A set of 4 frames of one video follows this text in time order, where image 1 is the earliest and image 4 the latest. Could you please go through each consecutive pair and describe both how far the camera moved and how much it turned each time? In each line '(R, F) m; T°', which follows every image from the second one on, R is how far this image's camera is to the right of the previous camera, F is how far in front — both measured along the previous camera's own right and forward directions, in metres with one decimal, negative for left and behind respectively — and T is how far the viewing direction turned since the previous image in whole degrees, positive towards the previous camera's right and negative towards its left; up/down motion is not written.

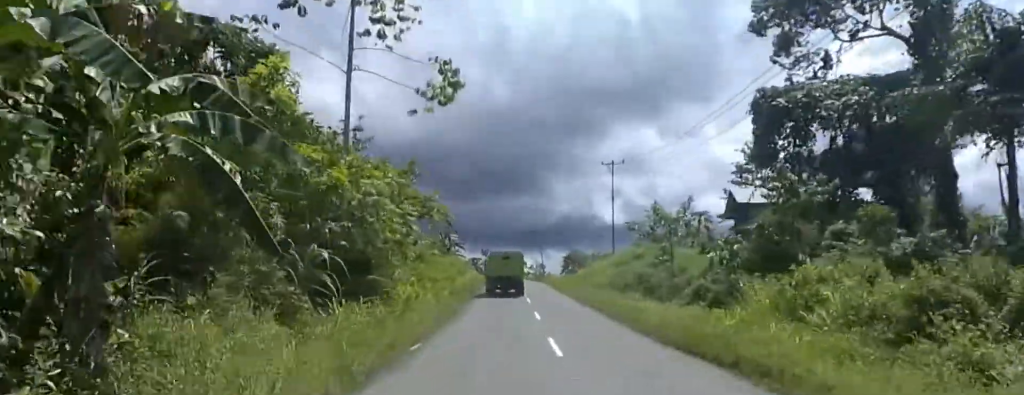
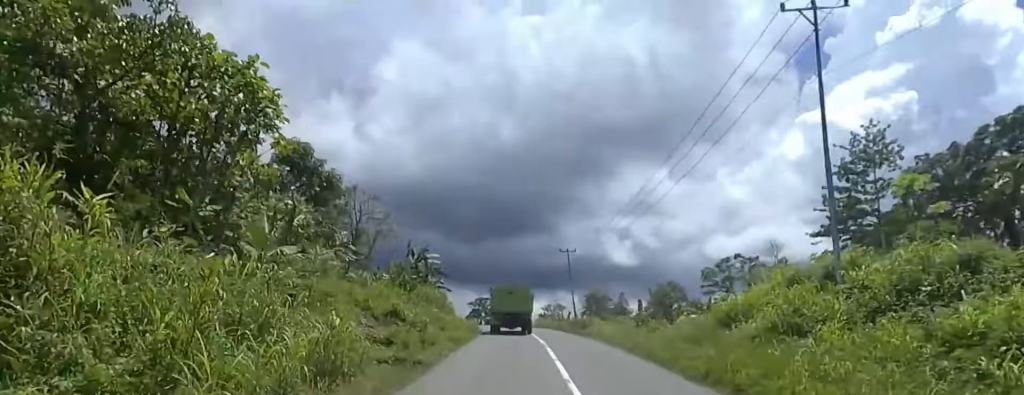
(-0.9, +34.0) m; -1°
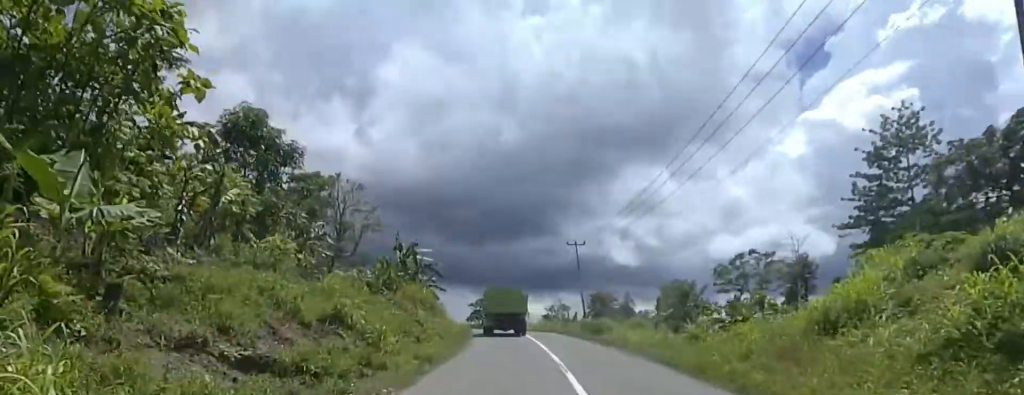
(+0.3, +6.7) m; +2°
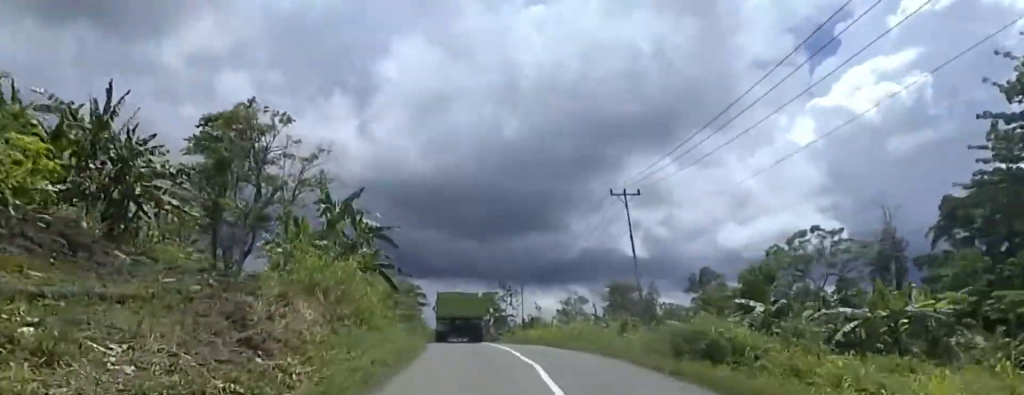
(-0.3, +20.9) m; -4°
